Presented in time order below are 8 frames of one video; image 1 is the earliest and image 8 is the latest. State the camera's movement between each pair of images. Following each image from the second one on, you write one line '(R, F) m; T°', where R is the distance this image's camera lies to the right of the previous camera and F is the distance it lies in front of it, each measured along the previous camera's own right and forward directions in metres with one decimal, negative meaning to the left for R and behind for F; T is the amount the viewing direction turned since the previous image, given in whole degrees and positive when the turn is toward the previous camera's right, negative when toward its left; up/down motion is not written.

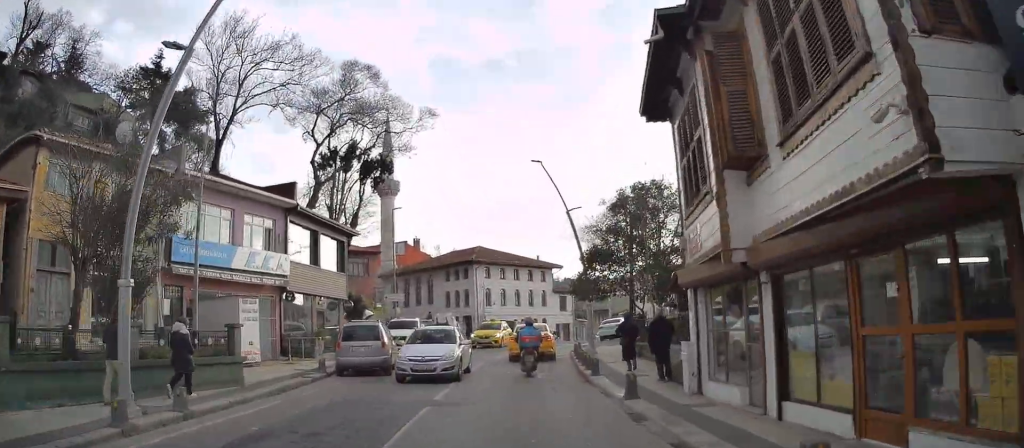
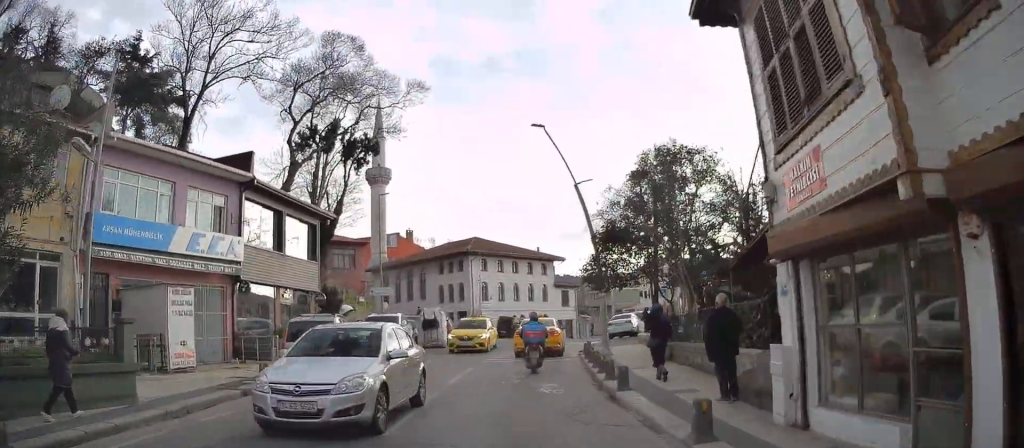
(+0.1, +4.3) m; 0°
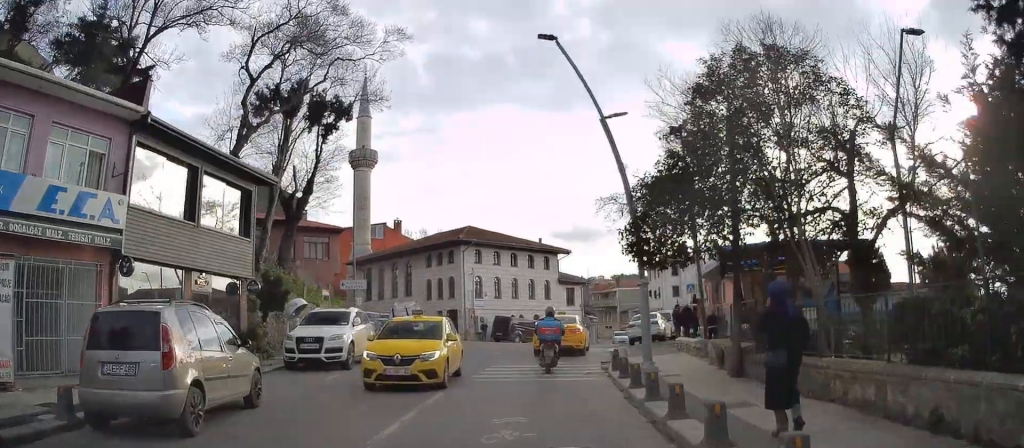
(+0.1, +7.0) m; 0°
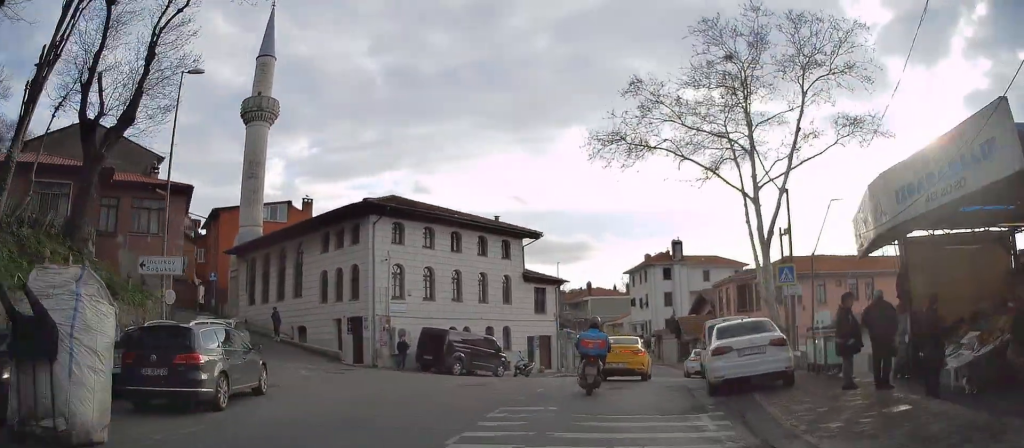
(-0.1, +16.9) m; -1°
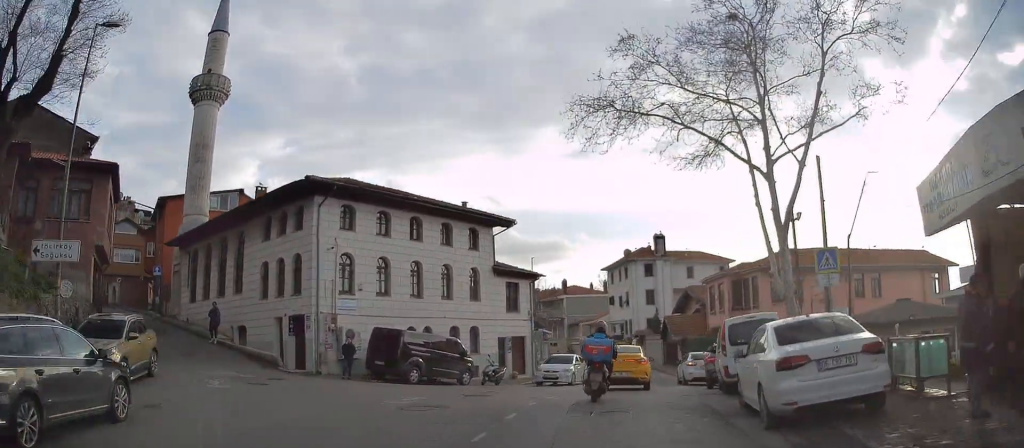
(0.0, +4.4) m; -1°
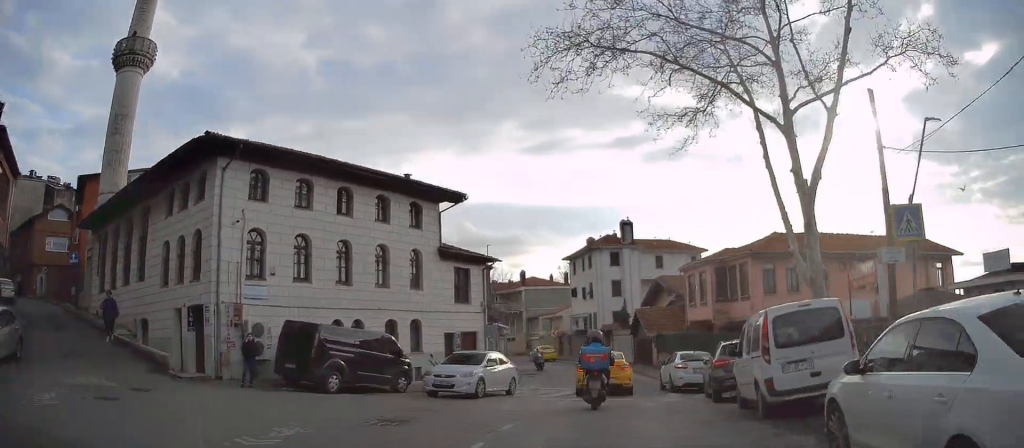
(-0.1, +5.4) m; +4°
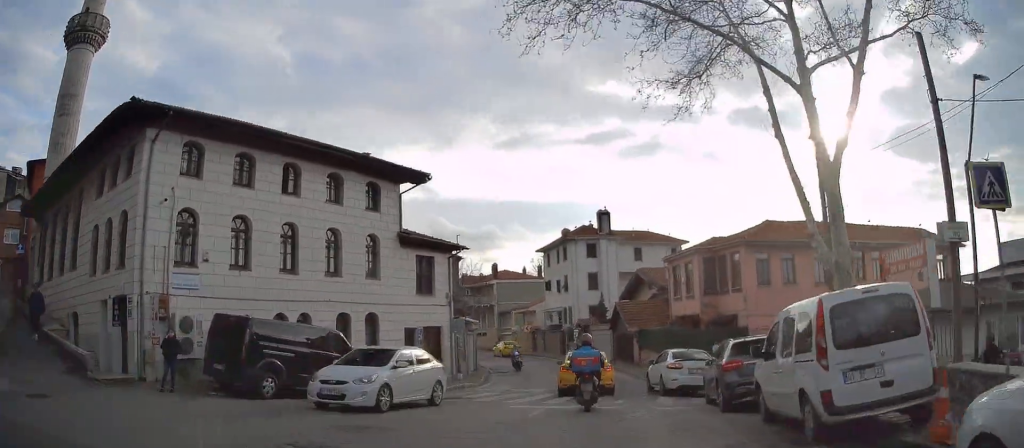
(-0.3, +3.2) m; +4°
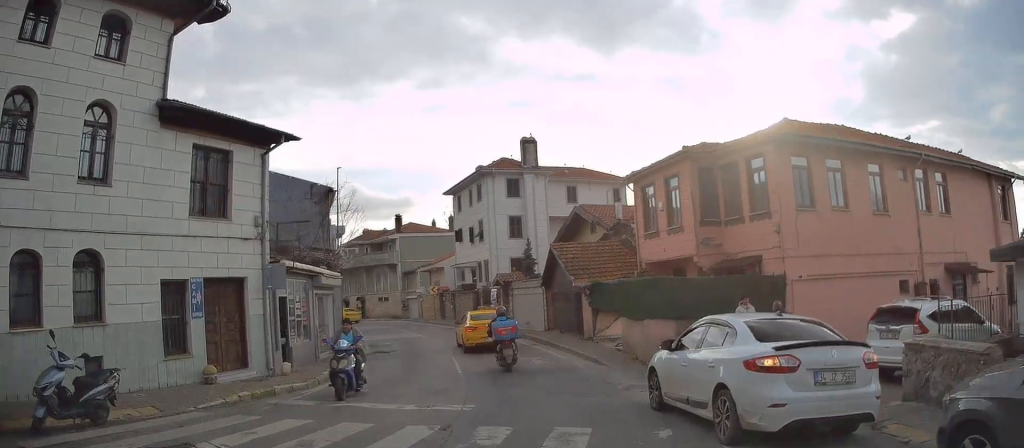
(+1.5, +12.7) m; +3°
